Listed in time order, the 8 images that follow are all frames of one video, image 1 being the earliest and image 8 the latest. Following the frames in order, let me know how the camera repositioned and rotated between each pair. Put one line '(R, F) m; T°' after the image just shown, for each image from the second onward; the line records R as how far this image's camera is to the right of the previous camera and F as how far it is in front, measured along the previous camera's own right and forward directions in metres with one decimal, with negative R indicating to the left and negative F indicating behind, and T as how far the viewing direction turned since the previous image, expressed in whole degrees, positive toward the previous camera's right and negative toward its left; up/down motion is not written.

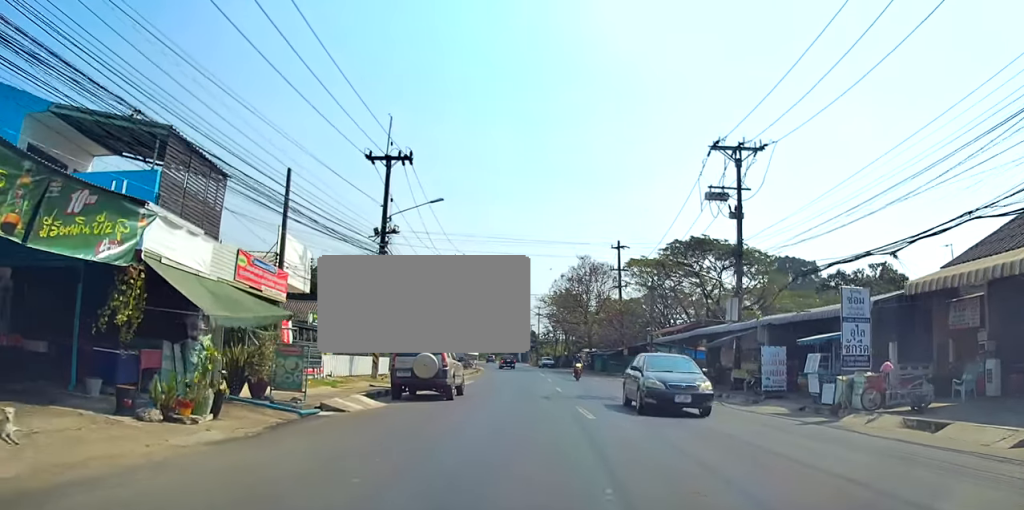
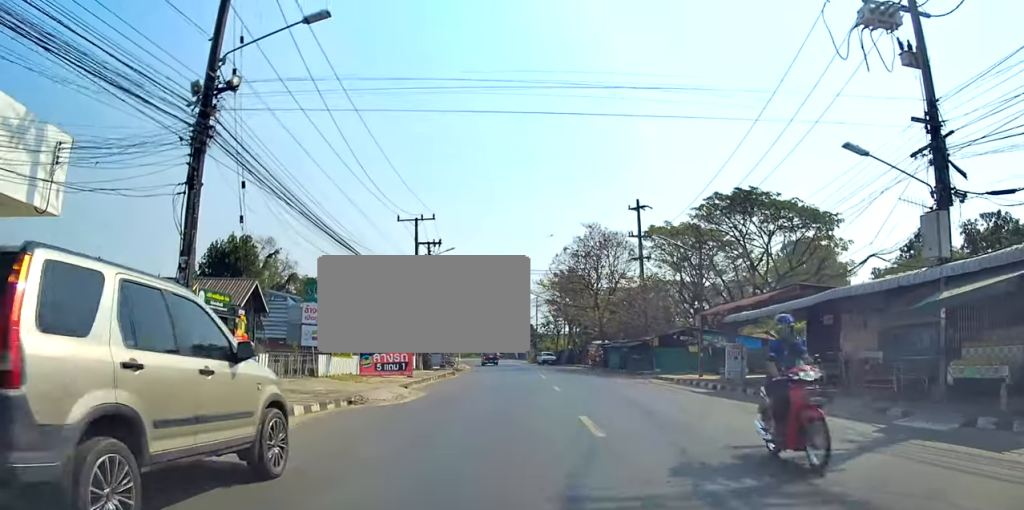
(0.0, +14.9) m; 0°
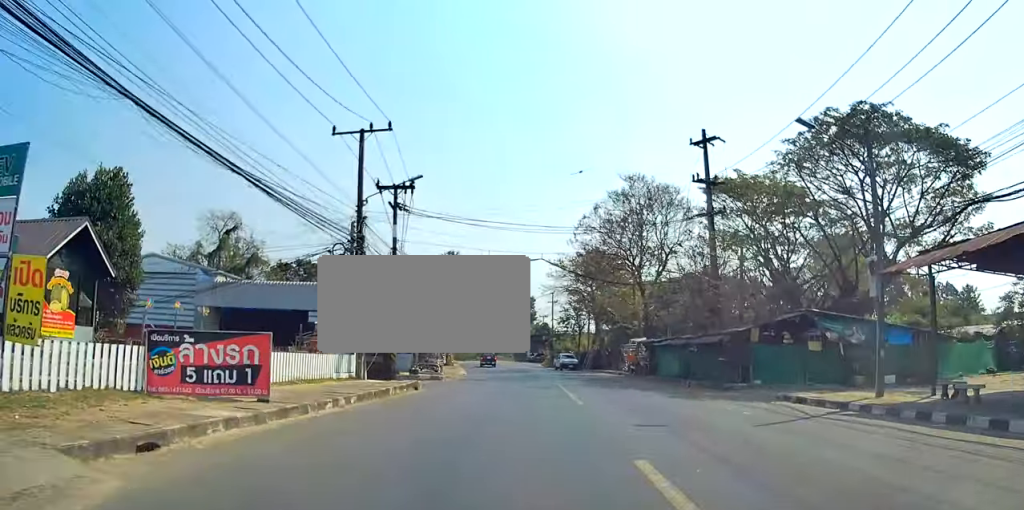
(-0.1, +17.4) m; -1°
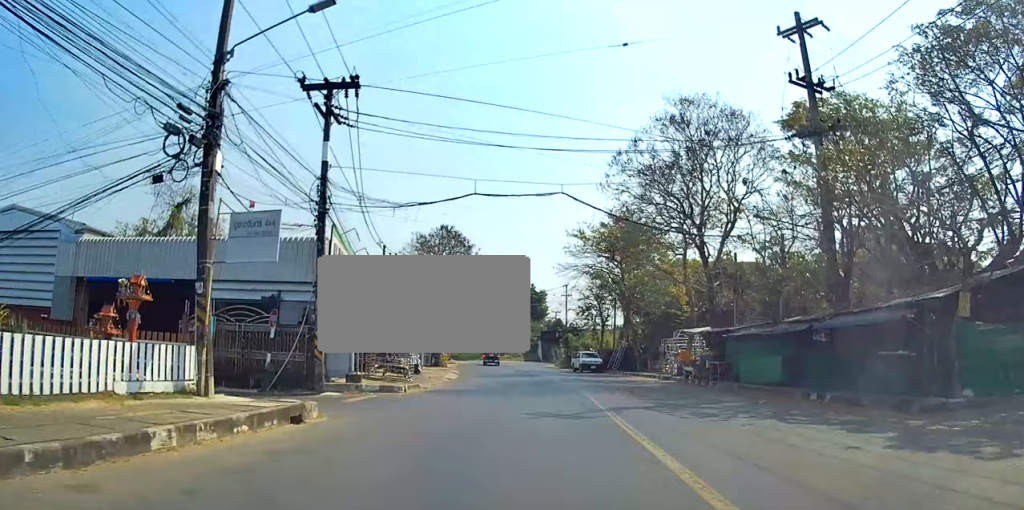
(0.0, +12.9) m; 0°
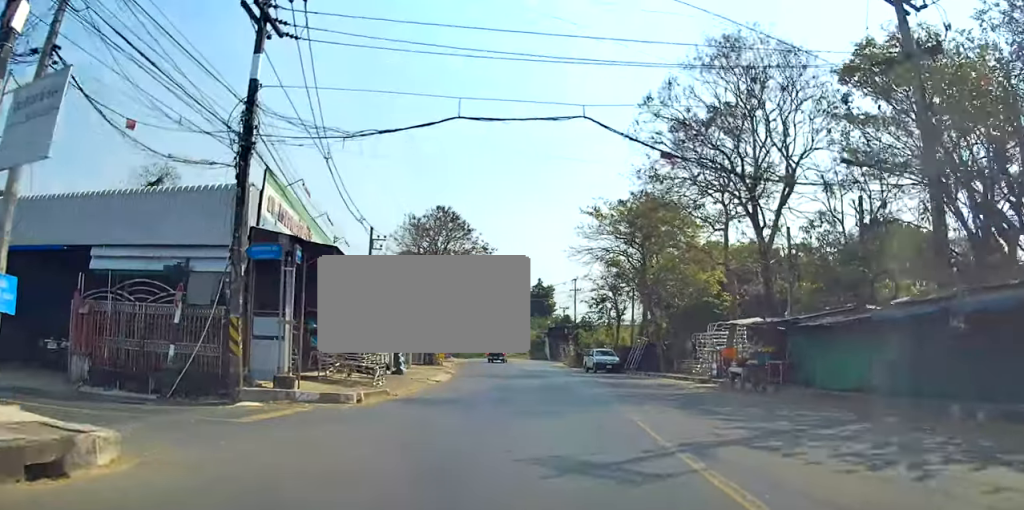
(0.0, +6.2) m; -1°
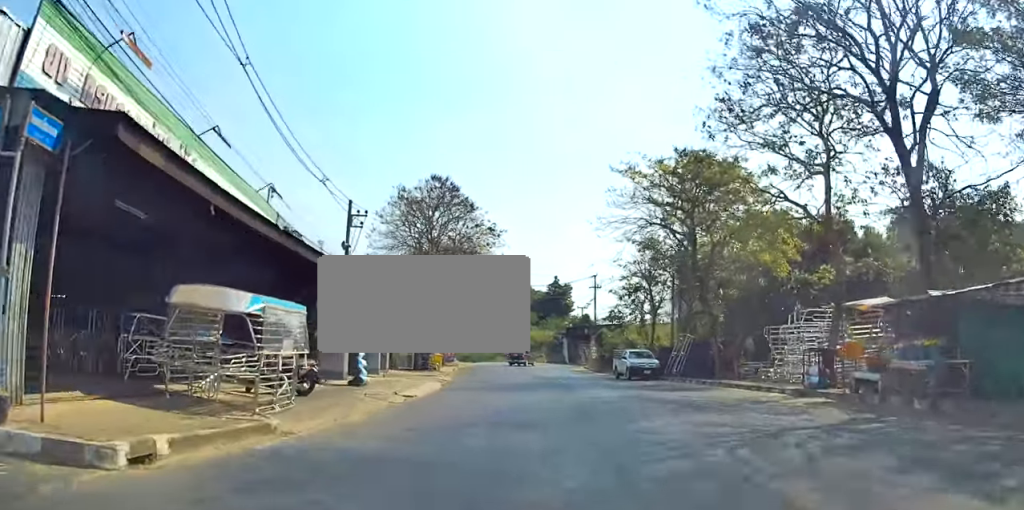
(0.0, +8.9) m; -2°
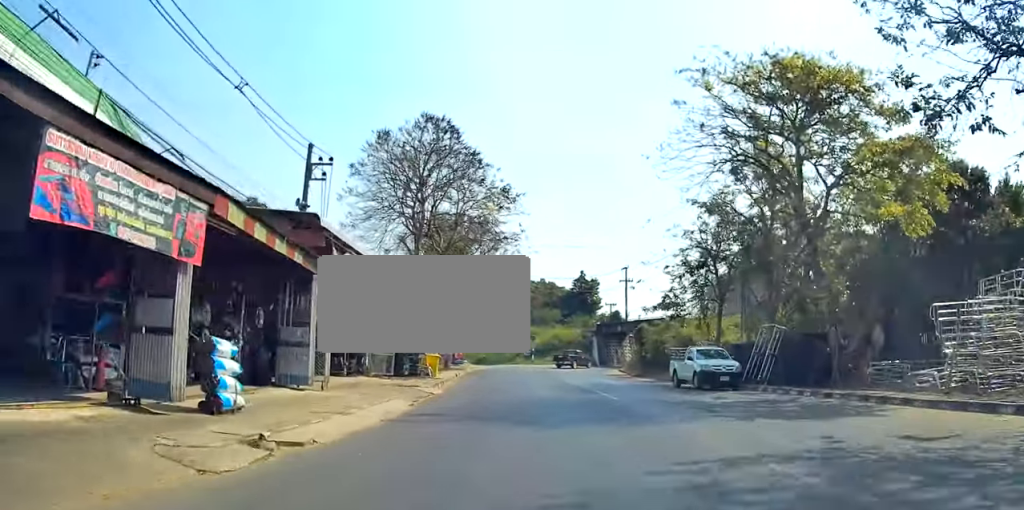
(-0.3, +10.5) m; -2°
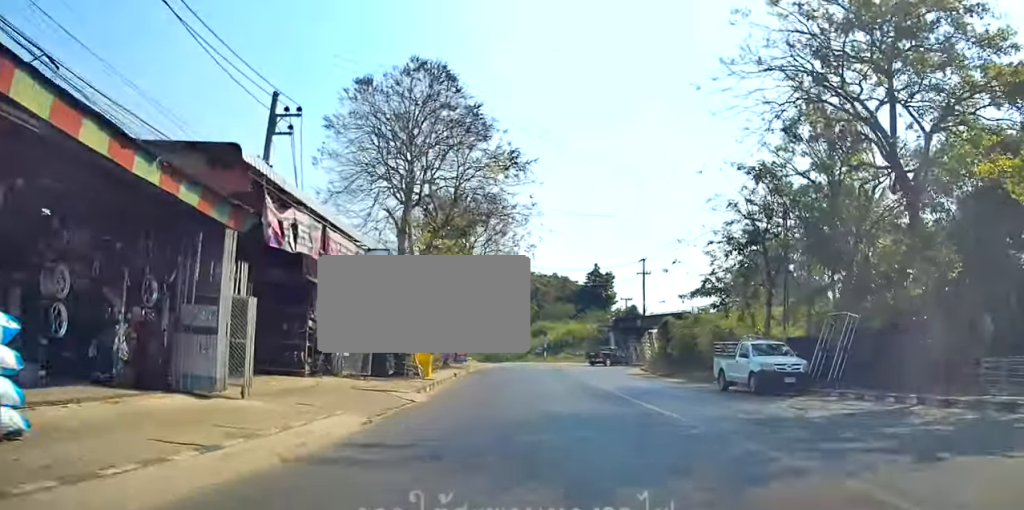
(0.0, +5.5) m; -1°
